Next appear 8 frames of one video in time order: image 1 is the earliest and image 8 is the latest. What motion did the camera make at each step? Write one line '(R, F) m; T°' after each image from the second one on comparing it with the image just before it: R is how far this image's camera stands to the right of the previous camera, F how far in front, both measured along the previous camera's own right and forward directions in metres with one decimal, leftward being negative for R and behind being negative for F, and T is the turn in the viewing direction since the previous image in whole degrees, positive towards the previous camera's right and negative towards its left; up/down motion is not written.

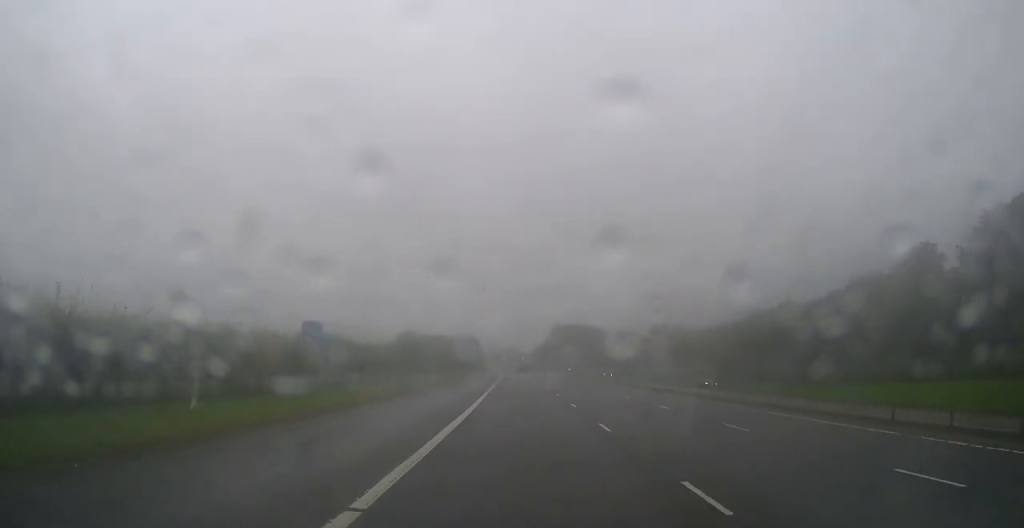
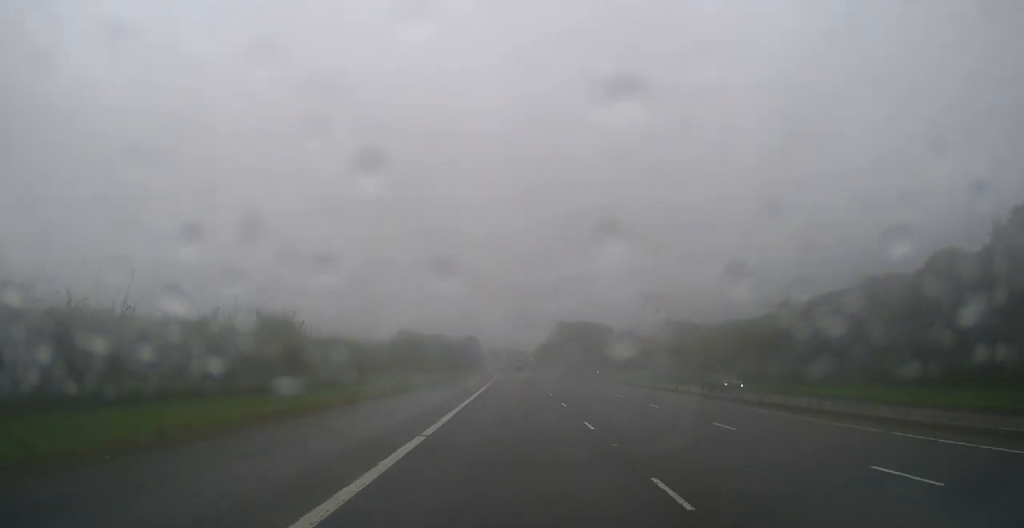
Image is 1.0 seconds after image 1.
(-0.1, +26.8) m; 0°
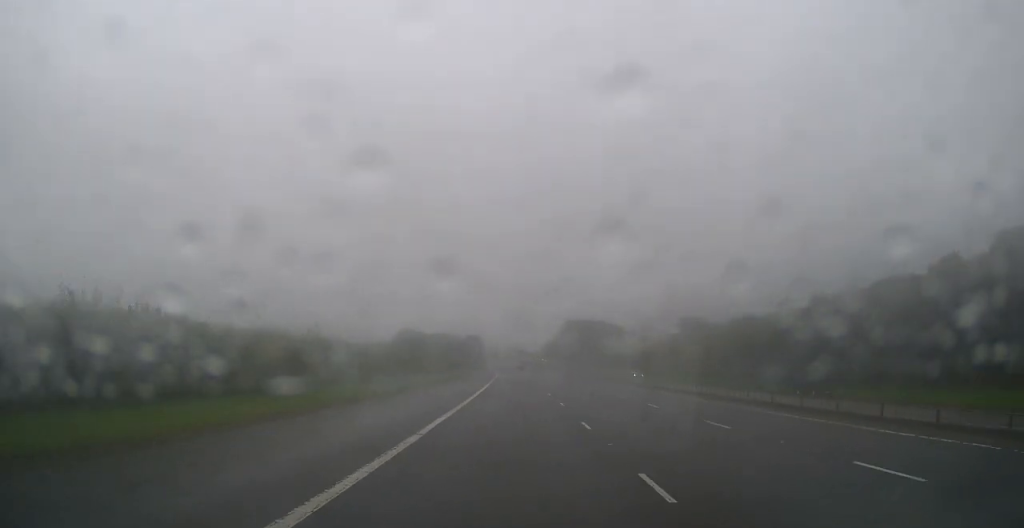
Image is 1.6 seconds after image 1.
(0.0, +17.6) m; 0°
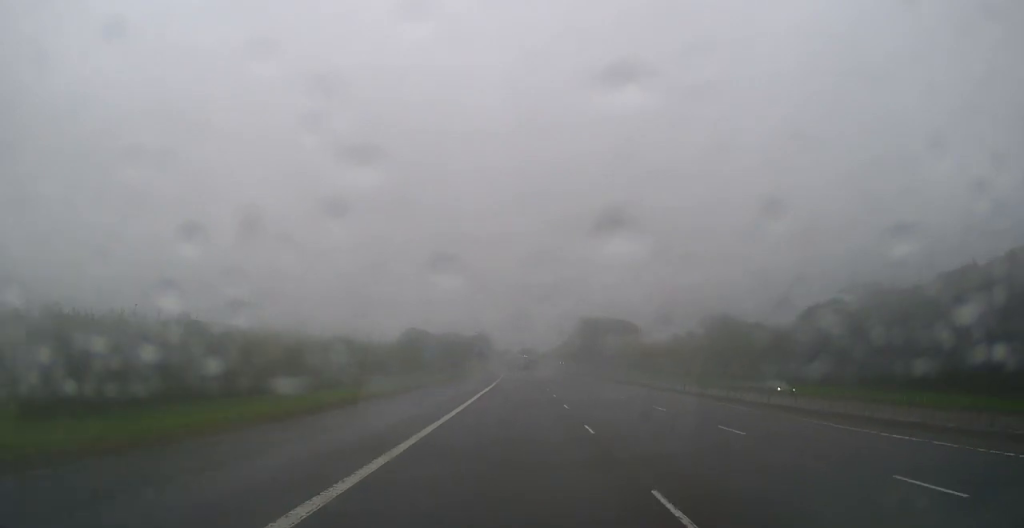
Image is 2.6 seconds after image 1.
(-0.1, +28.0) m; -1°
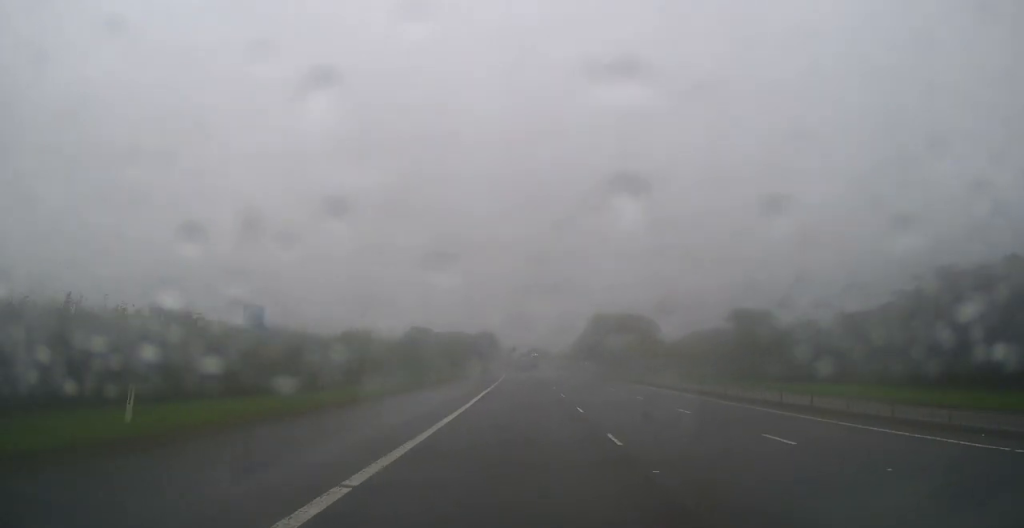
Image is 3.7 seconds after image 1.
(-0.3, +29.9) m; -1°
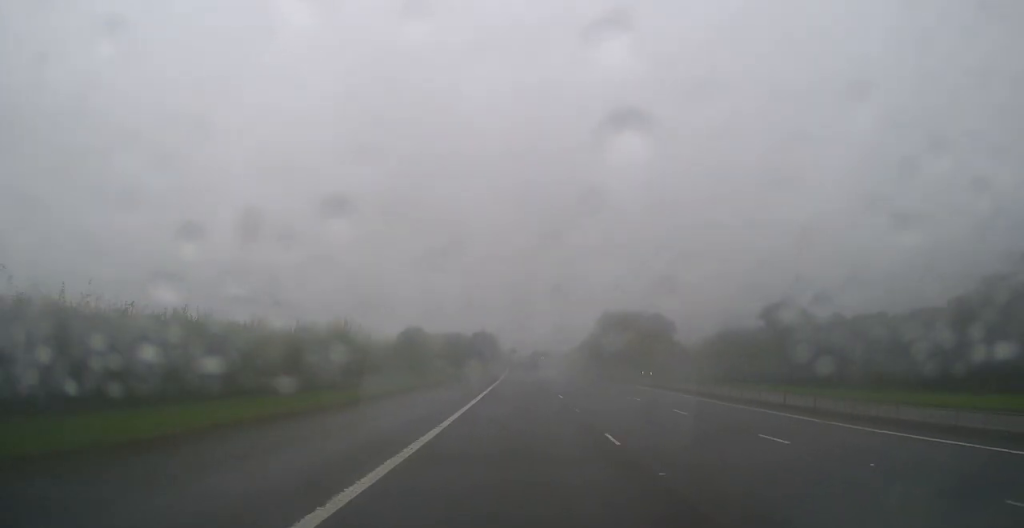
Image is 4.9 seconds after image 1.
(-0.3, +35.6) m; -1°
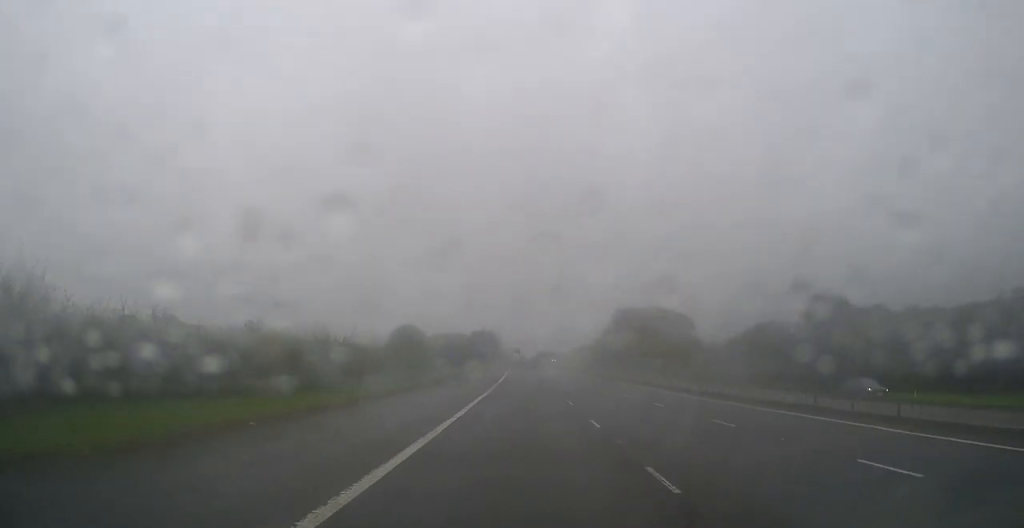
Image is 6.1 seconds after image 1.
(0.0, +31.9) m; 0°
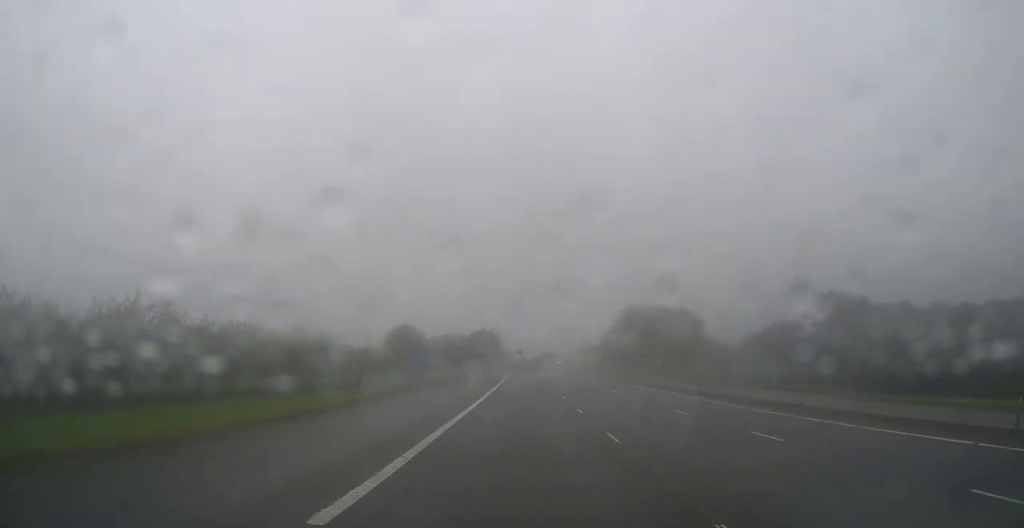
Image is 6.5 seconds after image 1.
(0.0, +12.3) m; 0°
